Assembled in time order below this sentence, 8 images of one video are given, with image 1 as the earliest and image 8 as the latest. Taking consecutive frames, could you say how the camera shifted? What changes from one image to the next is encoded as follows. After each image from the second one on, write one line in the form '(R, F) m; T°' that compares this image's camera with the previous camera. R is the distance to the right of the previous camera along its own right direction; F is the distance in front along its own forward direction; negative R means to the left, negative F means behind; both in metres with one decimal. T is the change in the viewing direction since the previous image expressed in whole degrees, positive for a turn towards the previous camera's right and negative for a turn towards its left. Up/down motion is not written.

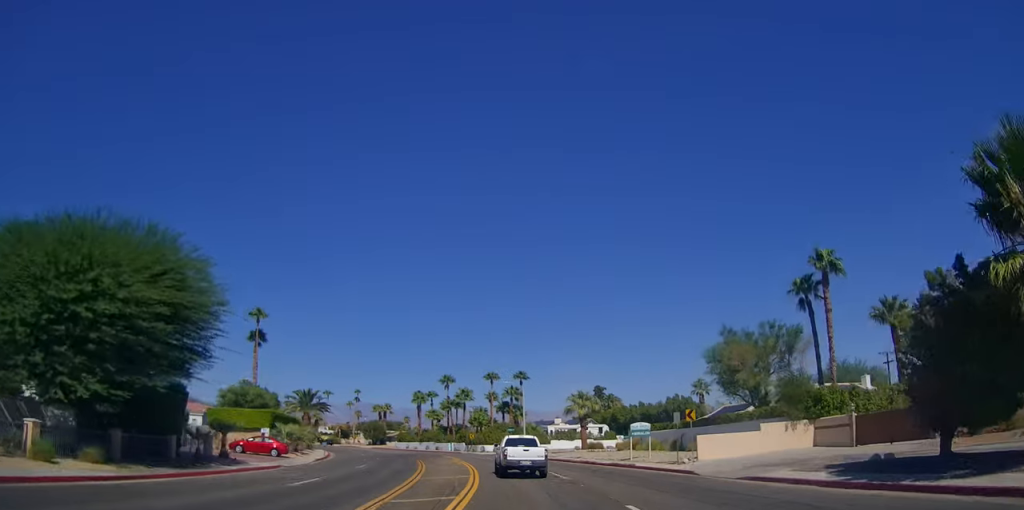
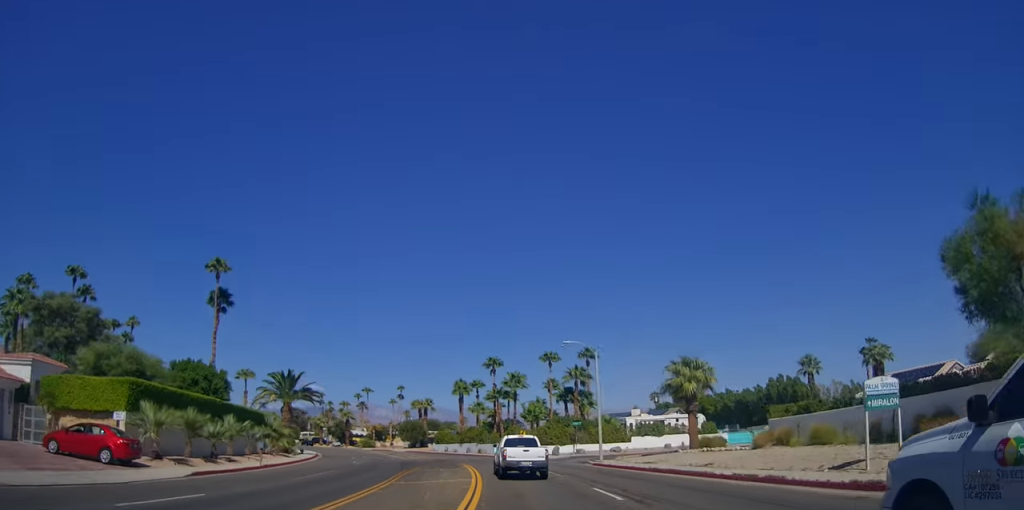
(-1.7, +22.6) m; -8°
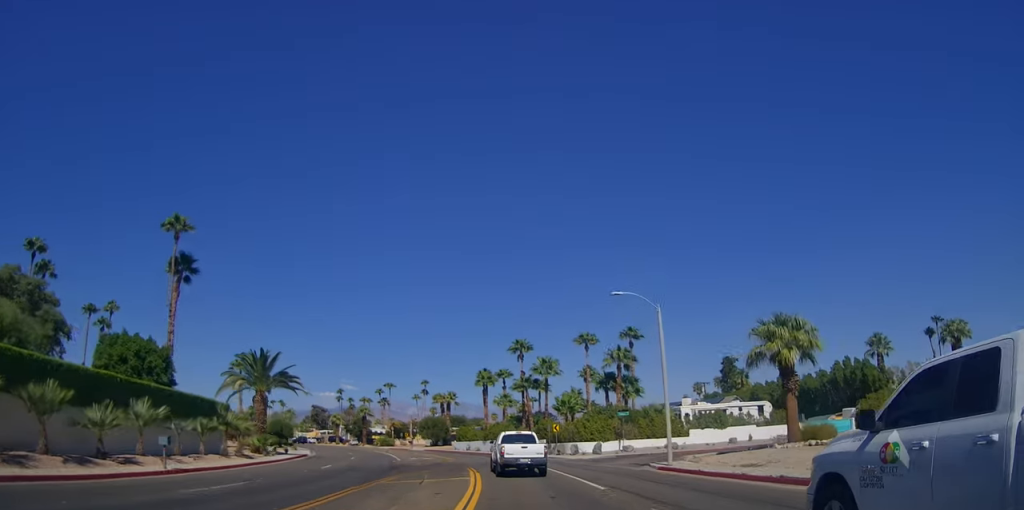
(-0.3, +11.5) m; -1°
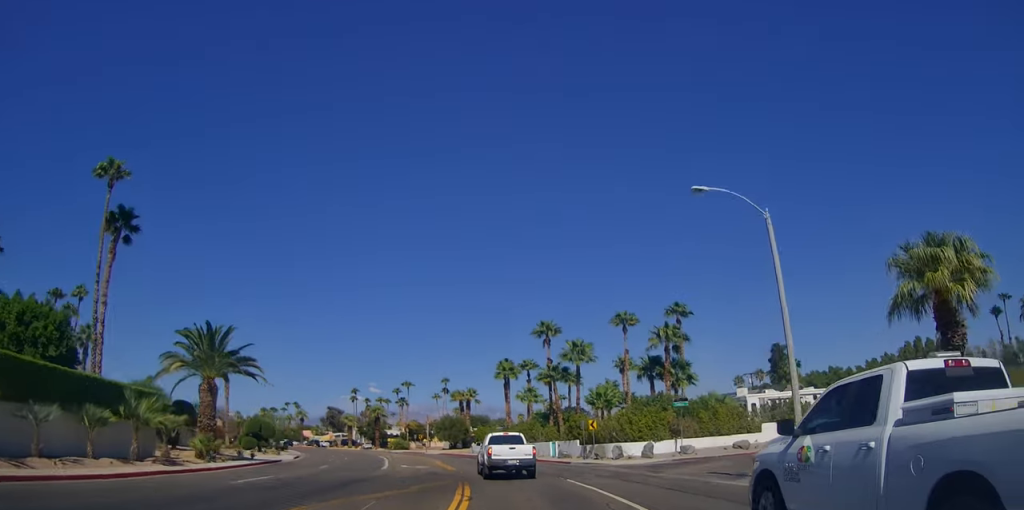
(-0.1, +11.1) m; -2°
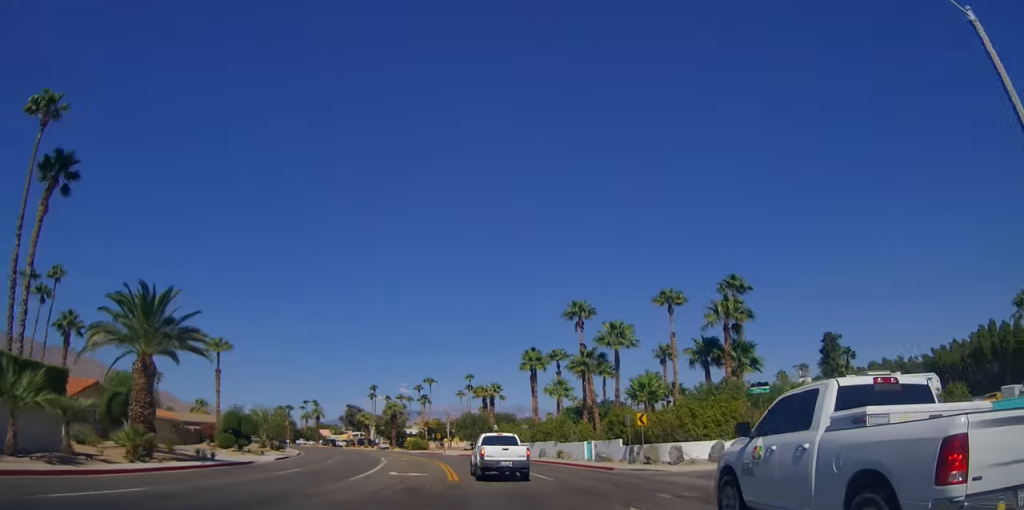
(+0.2, +9.0) m; -2°
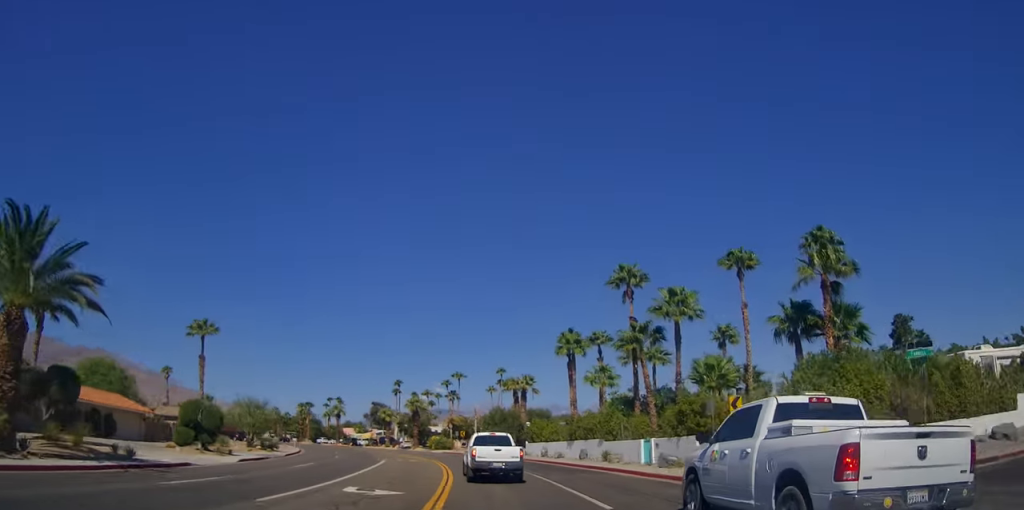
(-0.6, +10.6) m; -3°
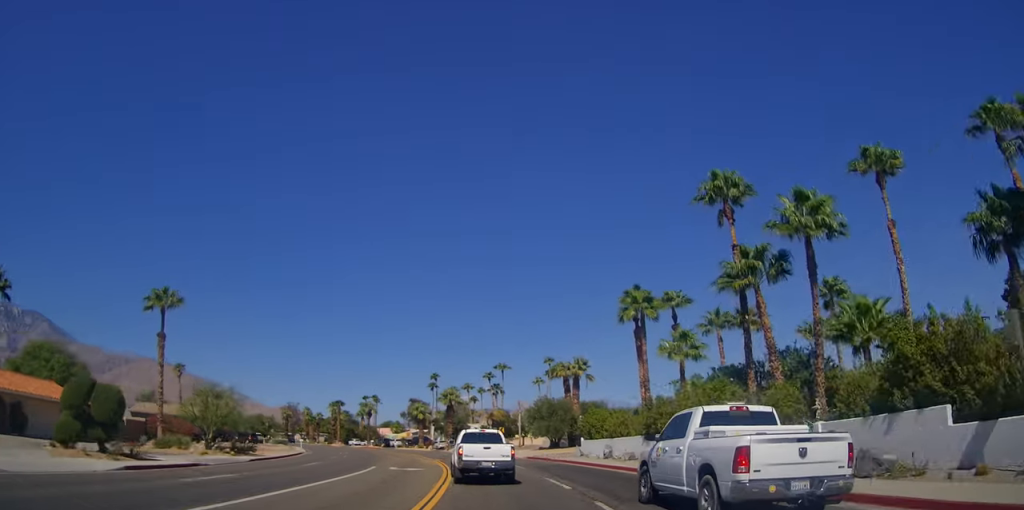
(-0.5, +14.8) m; -6°
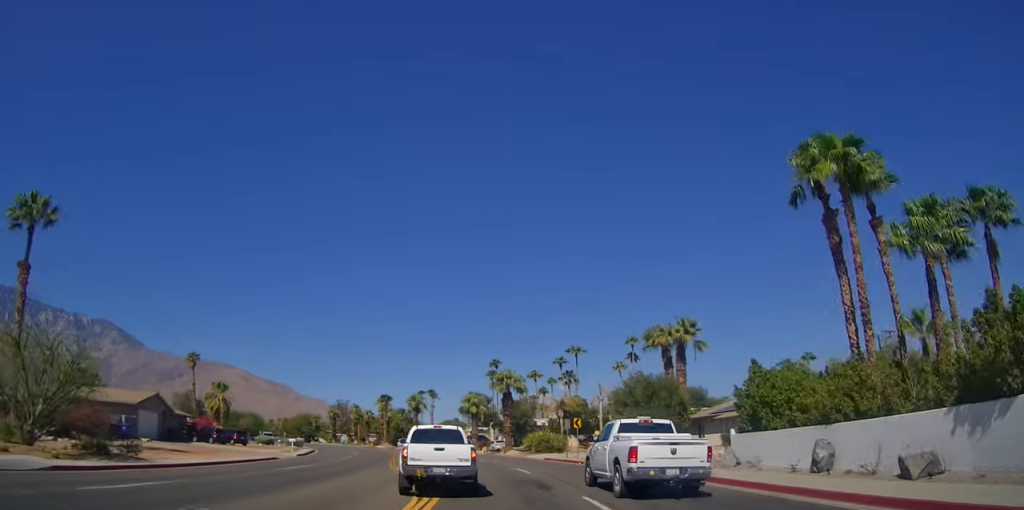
(-2.5, +22.3) m; -13°
